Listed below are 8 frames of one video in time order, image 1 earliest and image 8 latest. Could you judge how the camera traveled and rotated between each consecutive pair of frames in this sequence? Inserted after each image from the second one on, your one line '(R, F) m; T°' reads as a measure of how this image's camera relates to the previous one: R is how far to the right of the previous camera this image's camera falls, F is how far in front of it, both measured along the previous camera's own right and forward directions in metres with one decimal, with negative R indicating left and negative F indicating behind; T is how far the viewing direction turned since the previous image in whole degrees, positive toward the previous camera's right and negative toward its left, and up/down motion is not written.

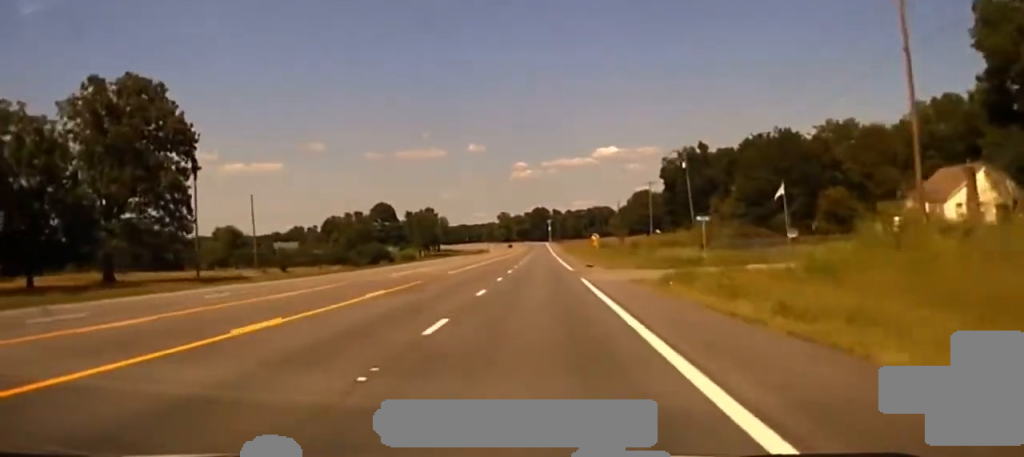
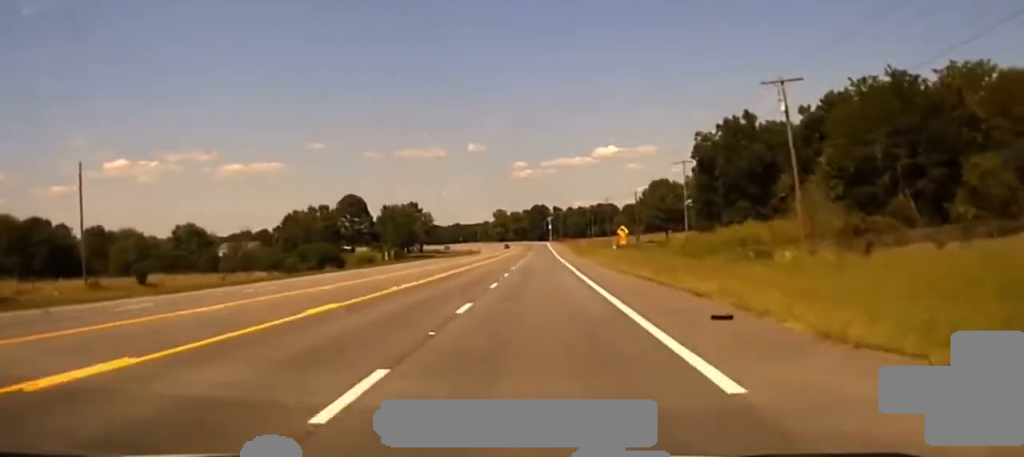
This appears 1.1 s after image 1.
(0.0, +45.0) m; 0°
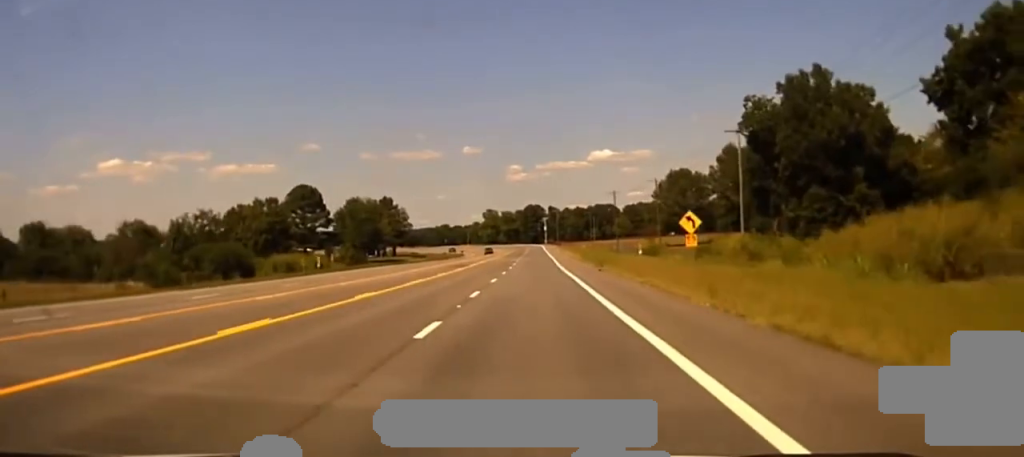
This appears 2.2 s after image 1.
(0.0, +39.8) m; 0°
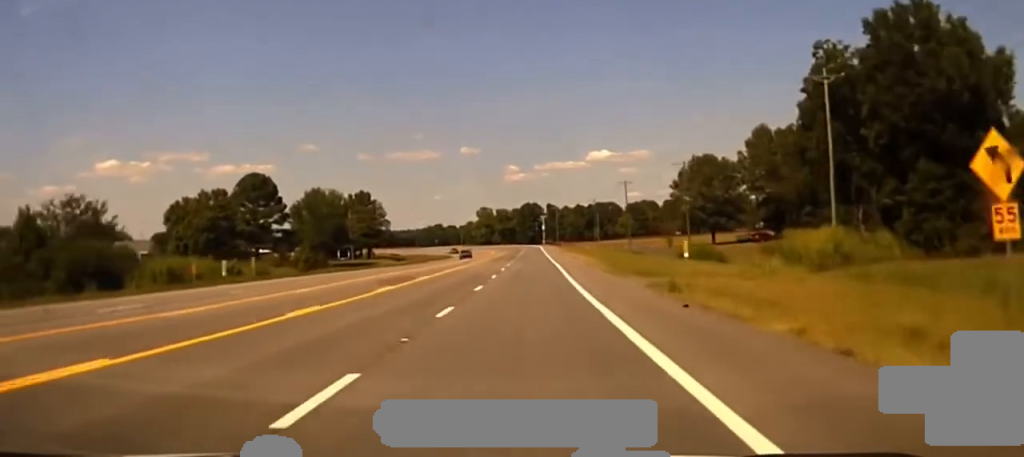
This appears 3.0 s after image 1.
(0.0, +28.1) m; 0°
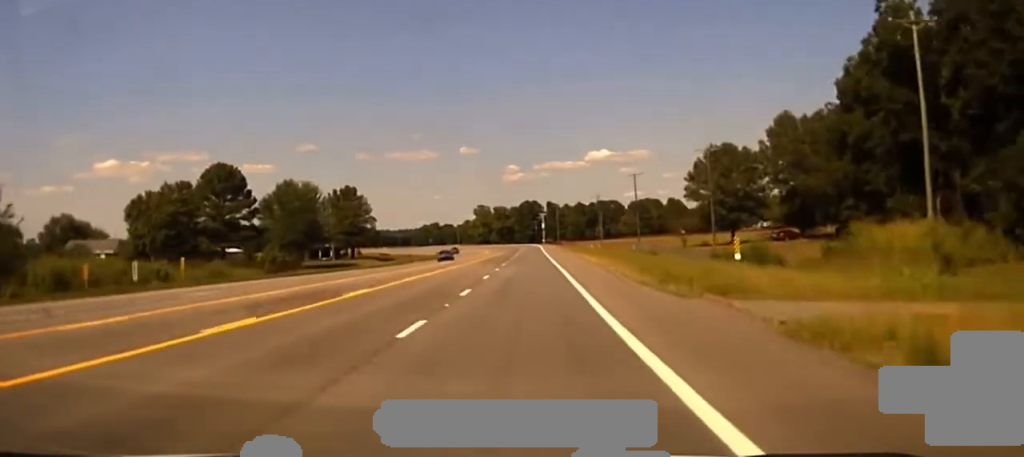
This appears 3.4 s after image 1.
(+0.1, +15.2) m; 0°
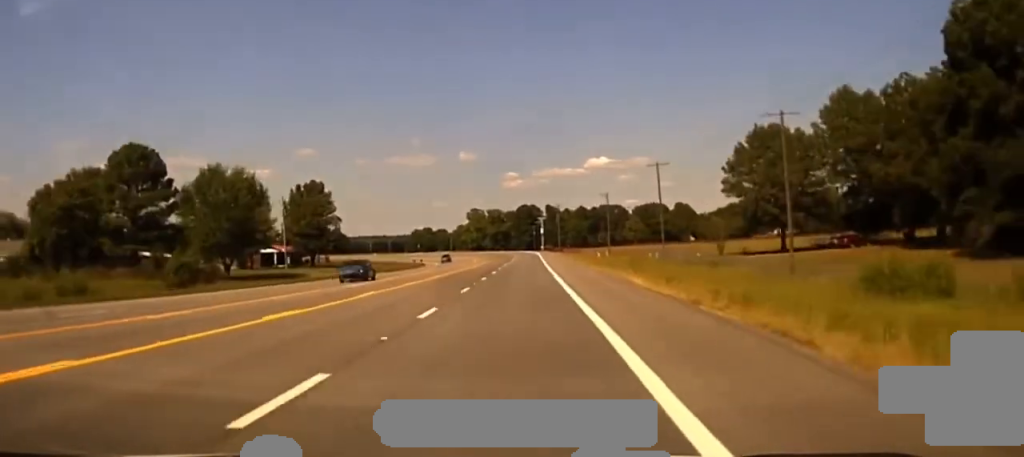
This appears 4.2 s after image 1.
(+0.1, +29.2) m; 0°
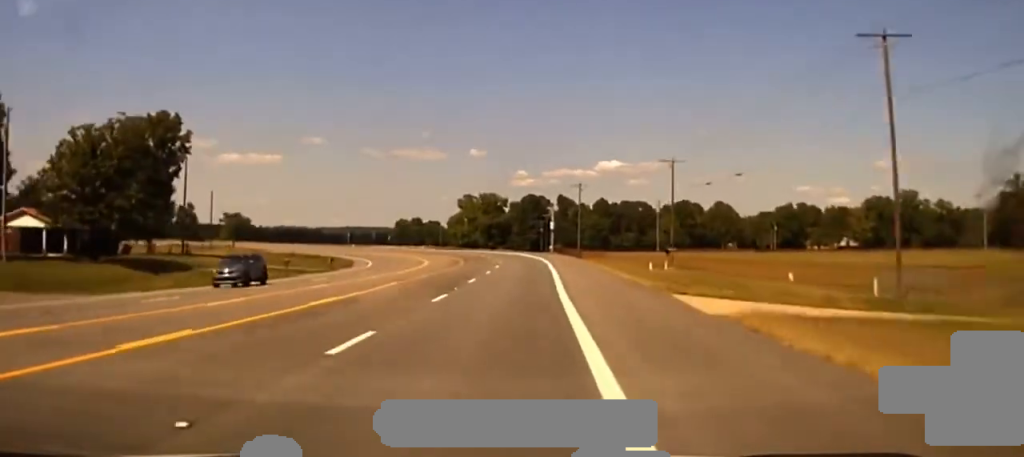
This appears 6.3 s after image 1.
(-0.8, +86.1) m; -2°
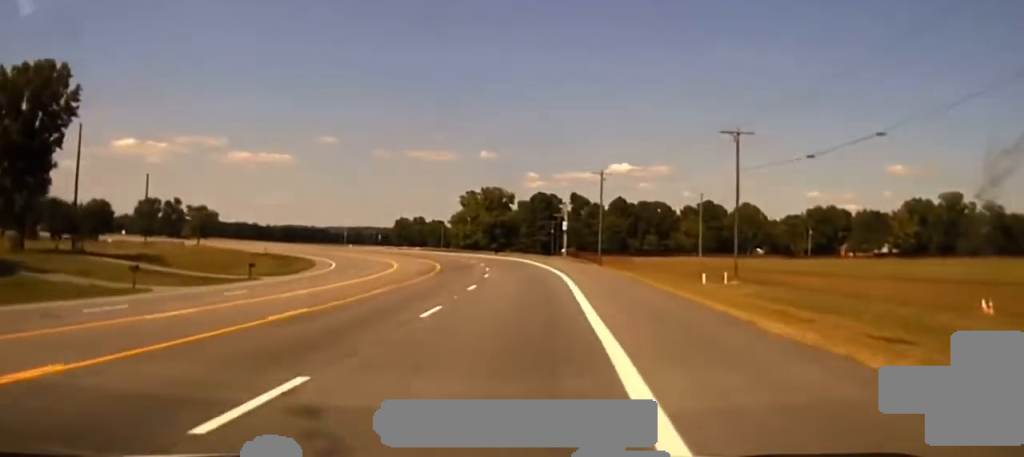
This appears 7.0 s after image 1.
(-0.2, +31.2) m; -2°
